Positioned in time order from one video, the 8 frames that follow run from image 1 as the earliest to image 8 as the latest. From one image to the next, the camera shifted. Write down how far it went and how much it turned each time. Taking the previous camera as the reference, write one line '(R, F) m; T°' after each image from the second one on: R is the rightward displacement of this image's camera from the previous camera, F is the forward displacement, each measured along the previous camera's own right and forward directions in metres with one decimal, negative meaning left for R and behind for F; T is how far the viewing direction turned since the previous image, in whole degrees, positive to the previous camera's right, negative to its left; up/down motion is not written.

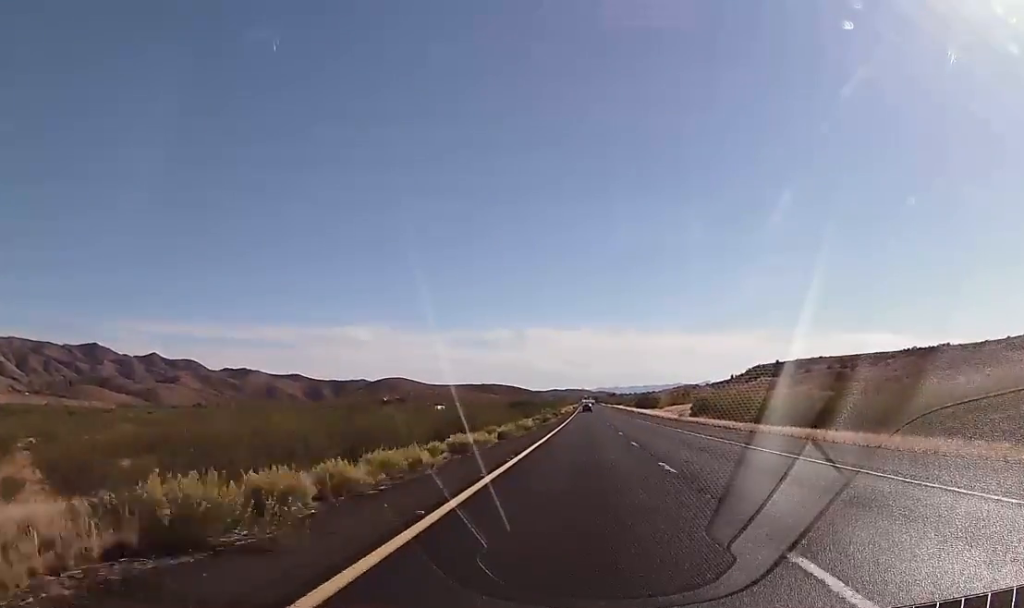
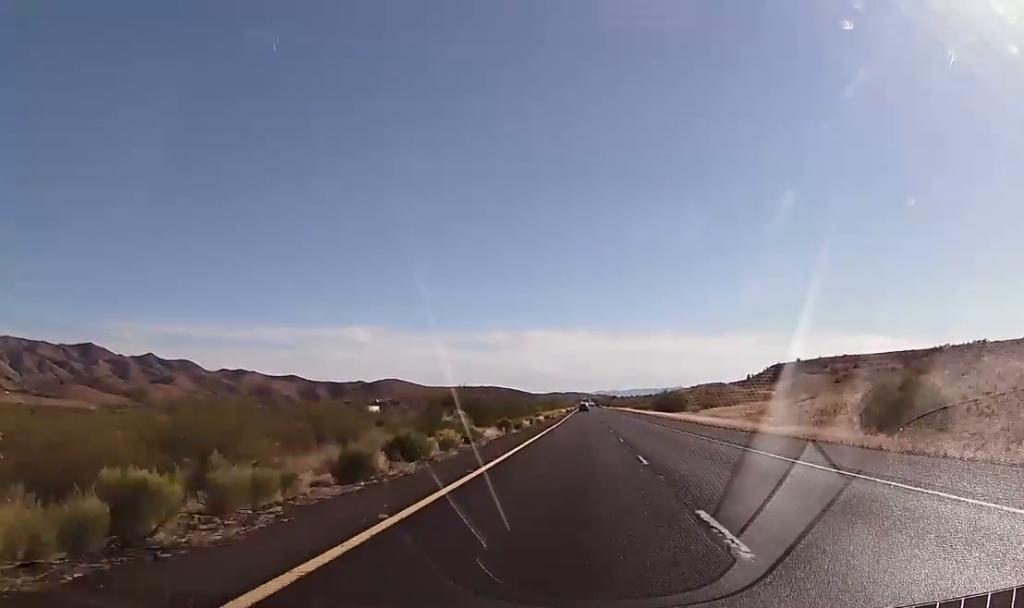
(+0.6, +59.2) m; +1°
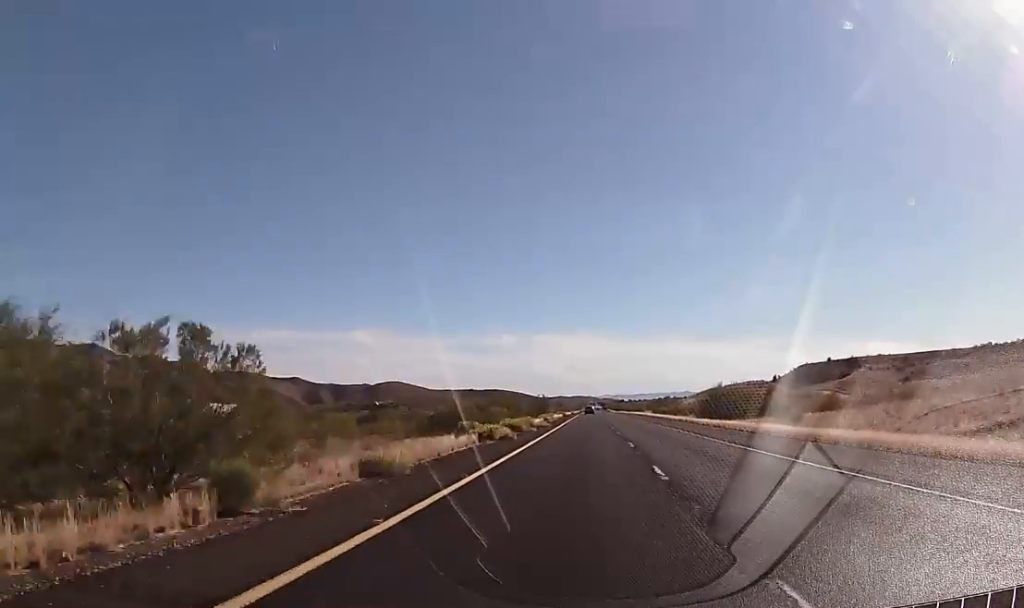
(-0.4, +52.8) m; -1°
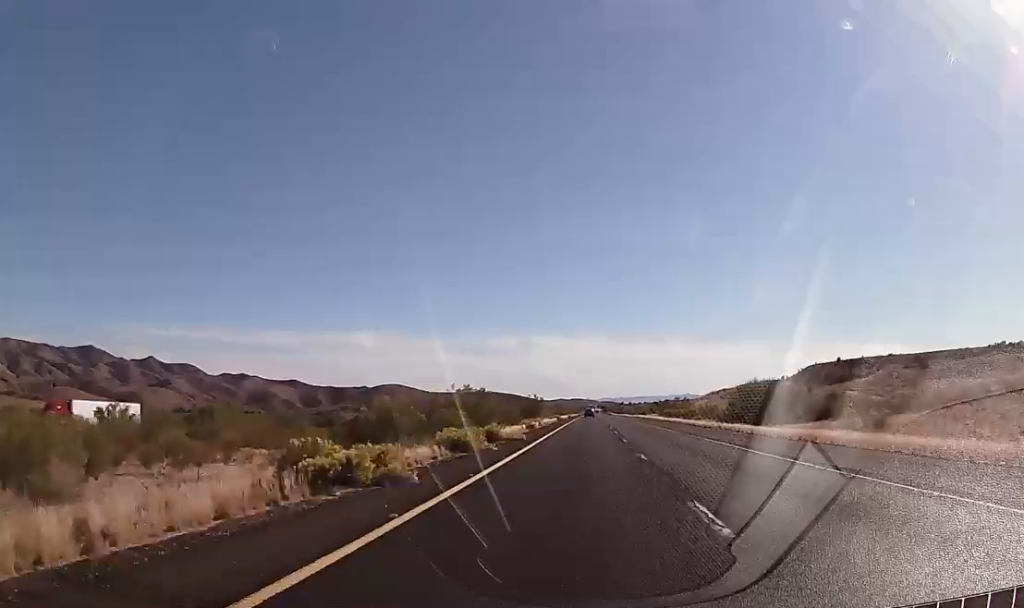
(-0.1, +18.8) m; 0°
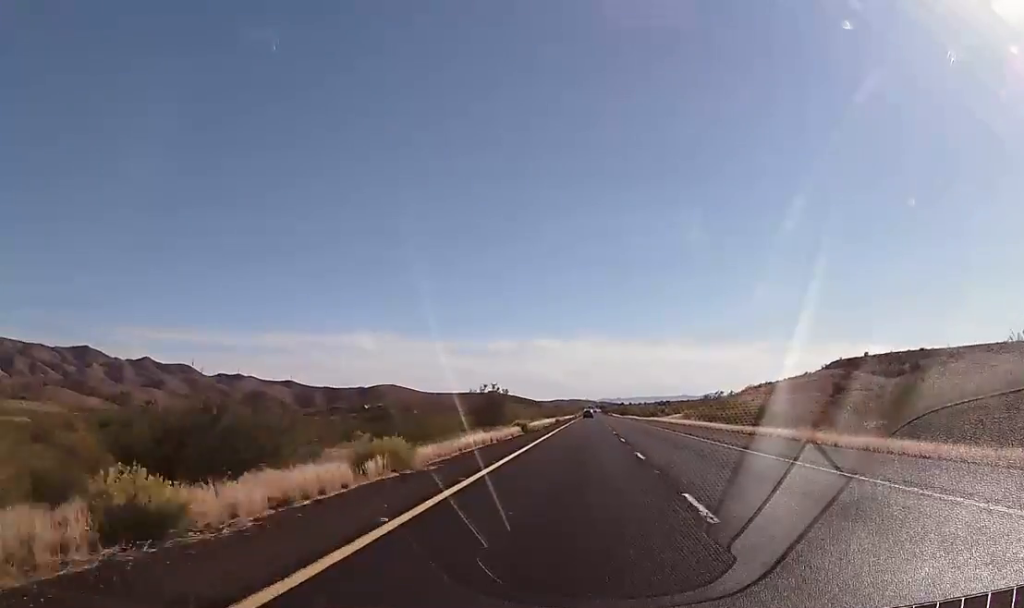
(0.0, +47.5) m; 0°
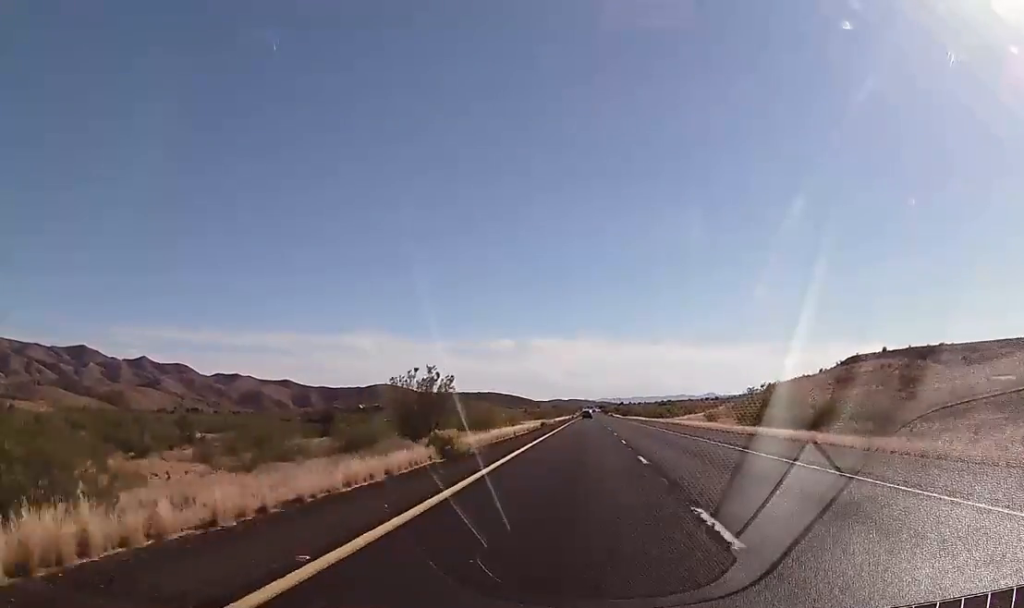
(-0.1, +26.3) m; 0°
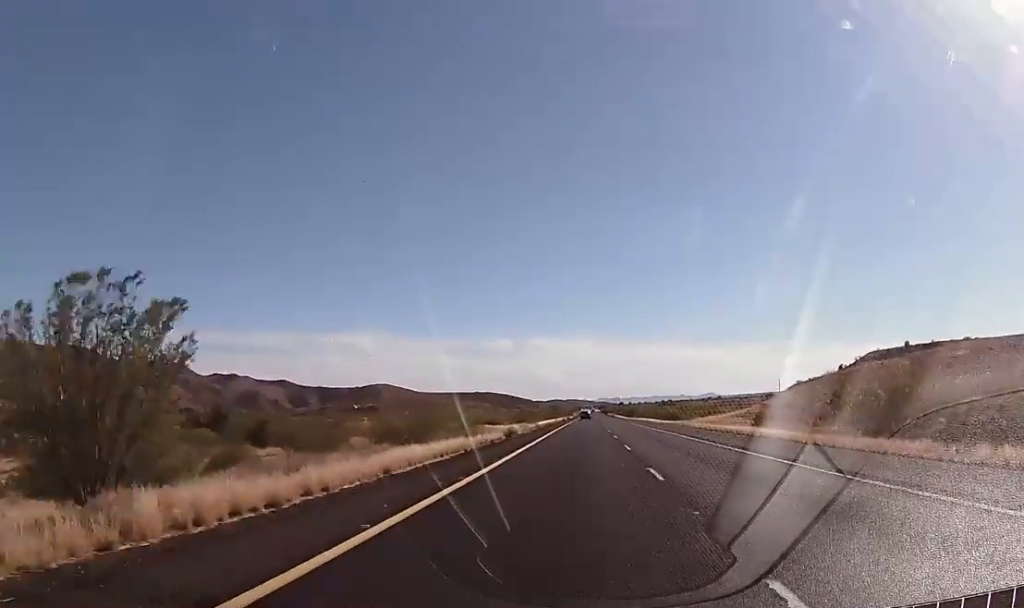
(+0.4, +28.8) m; +1°
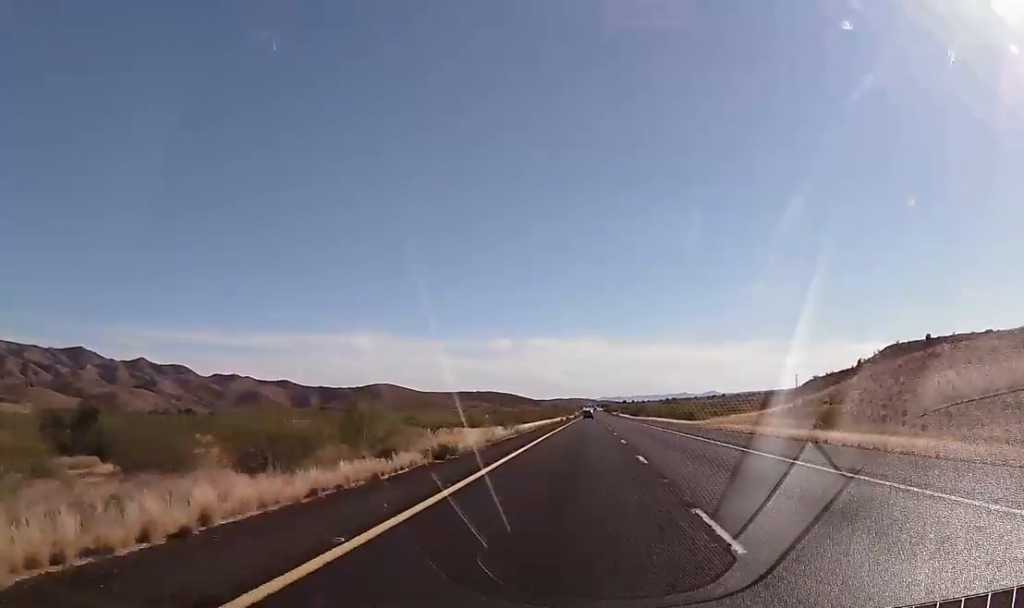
(+0.1, +20.1) m; 0°
